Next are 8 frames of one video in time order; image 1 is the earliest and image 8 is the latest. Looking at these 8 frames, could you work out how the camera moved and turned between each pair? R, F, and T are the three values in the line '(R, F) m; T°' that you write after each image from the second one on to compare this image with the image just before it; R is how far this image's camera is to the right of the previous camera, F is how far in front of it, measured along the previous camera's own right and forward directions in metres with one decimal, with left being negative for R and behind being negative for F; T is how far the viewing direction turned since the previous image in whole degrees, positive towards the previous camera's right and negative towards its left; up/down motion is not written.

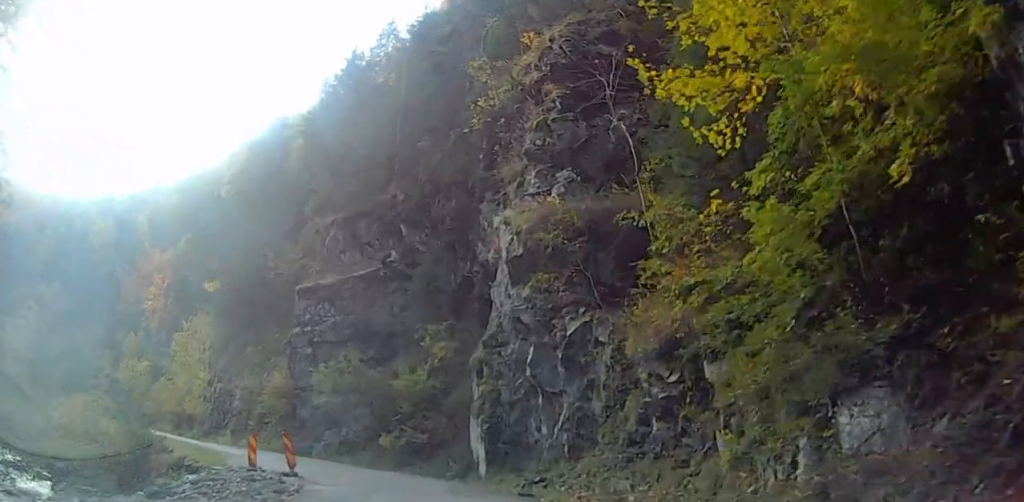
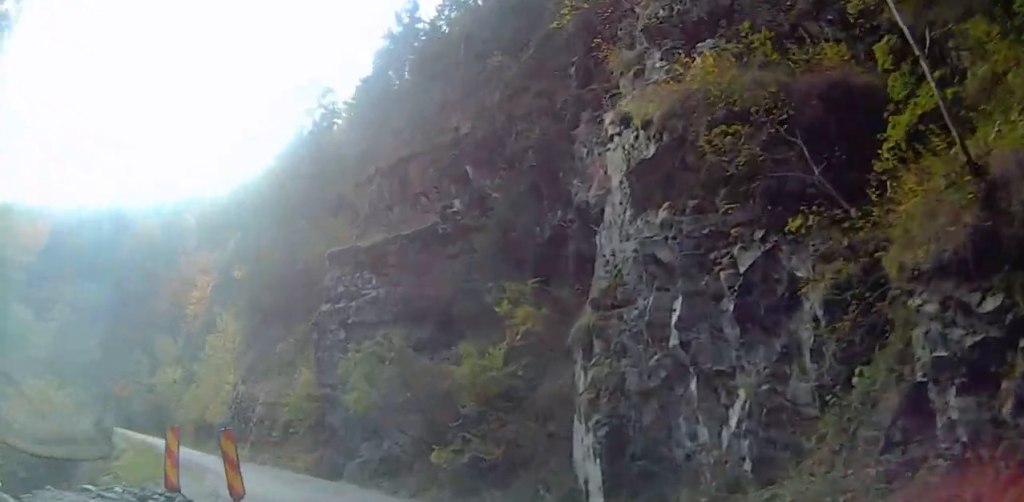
(+0.7, +10.6) m; +1°
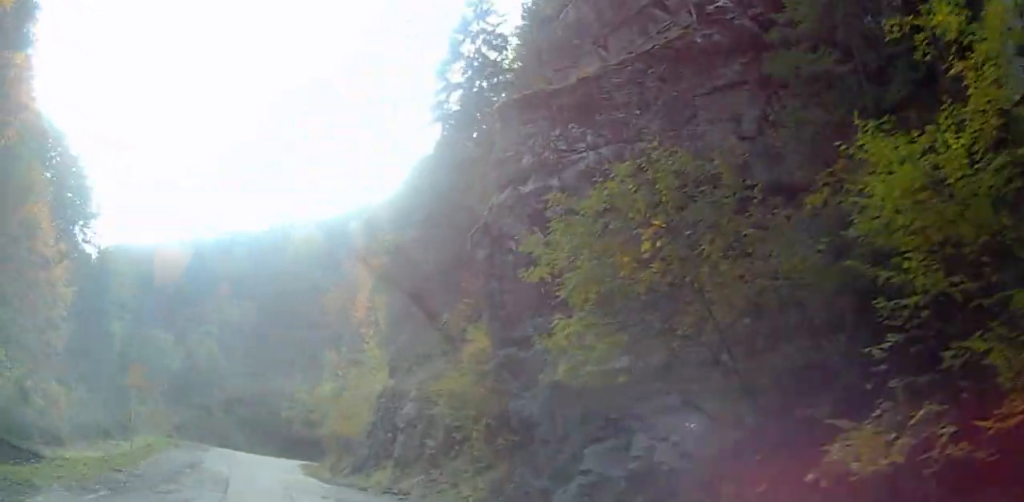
(-1.1, +15.5) m; -11°
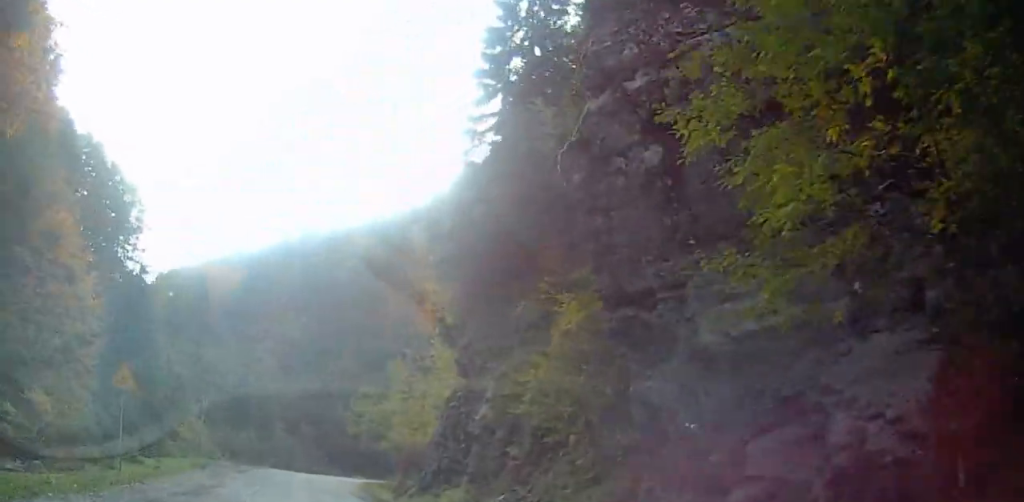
(-0.3, +5.2) m; -5°
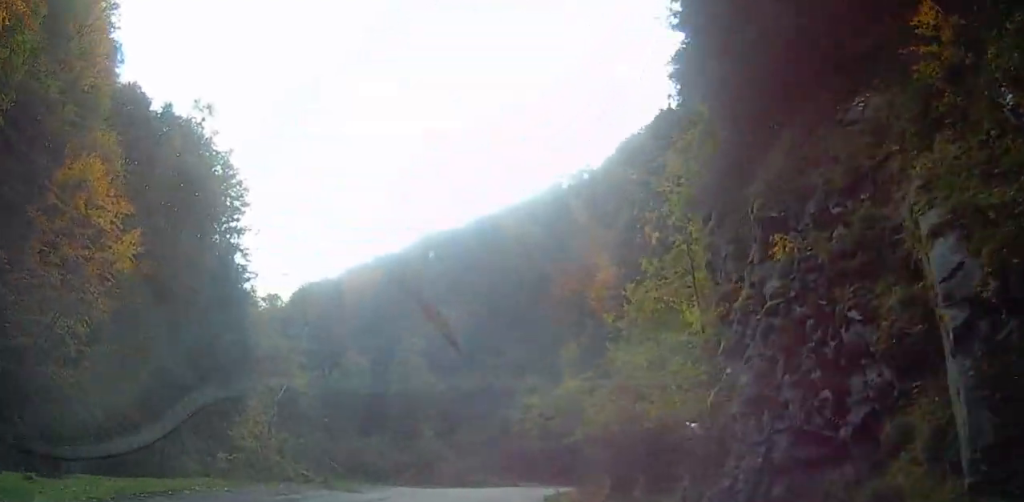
(-2.2, +16.5) m; -16°
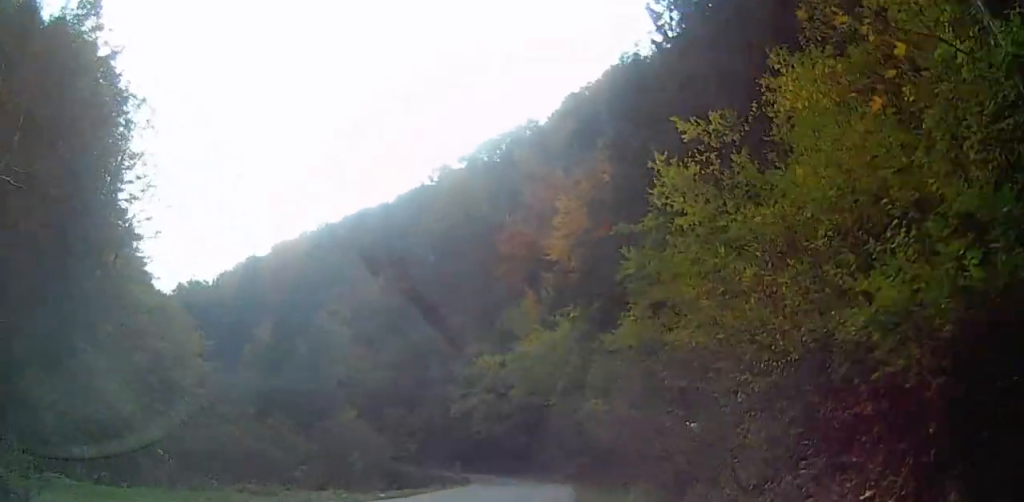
(-1.6, +18.1) m; -3°
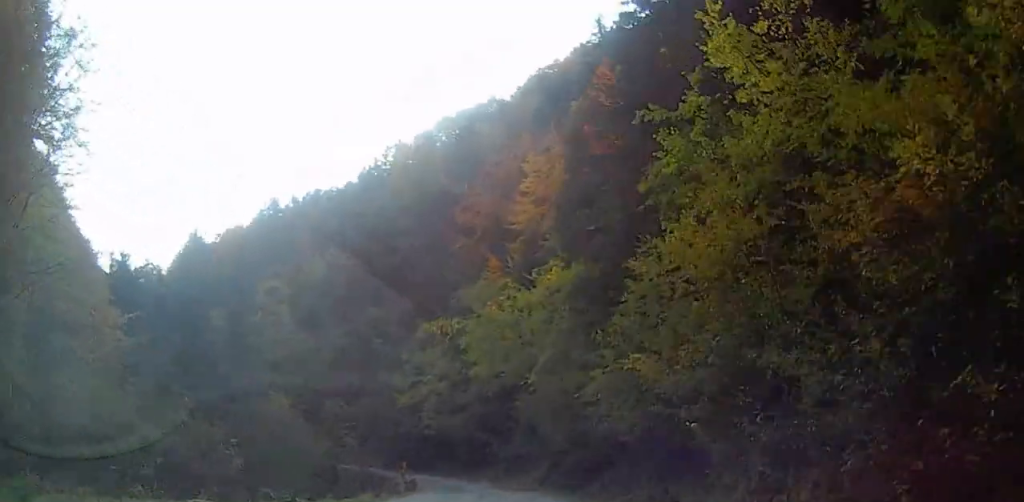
(0.0, +10.1) m; +4°
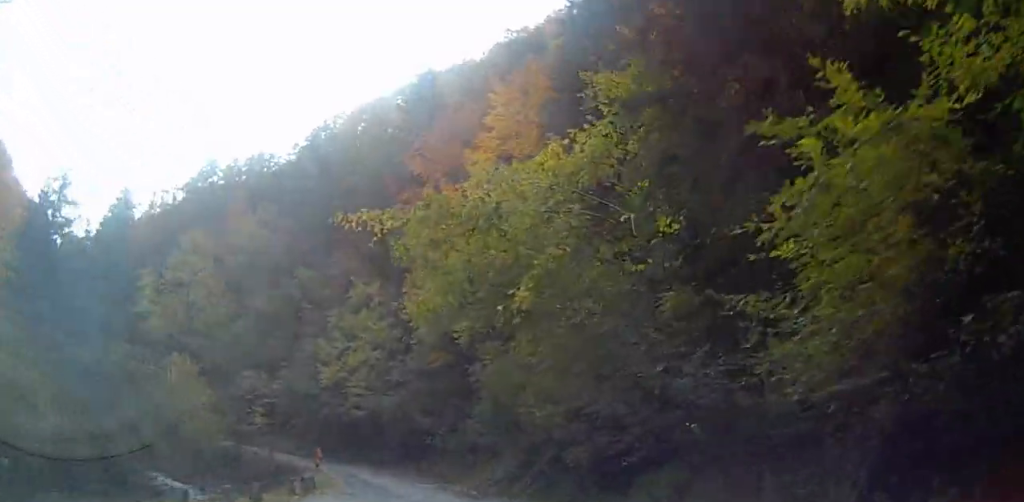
(+1.0, +12.5) m; +5°
